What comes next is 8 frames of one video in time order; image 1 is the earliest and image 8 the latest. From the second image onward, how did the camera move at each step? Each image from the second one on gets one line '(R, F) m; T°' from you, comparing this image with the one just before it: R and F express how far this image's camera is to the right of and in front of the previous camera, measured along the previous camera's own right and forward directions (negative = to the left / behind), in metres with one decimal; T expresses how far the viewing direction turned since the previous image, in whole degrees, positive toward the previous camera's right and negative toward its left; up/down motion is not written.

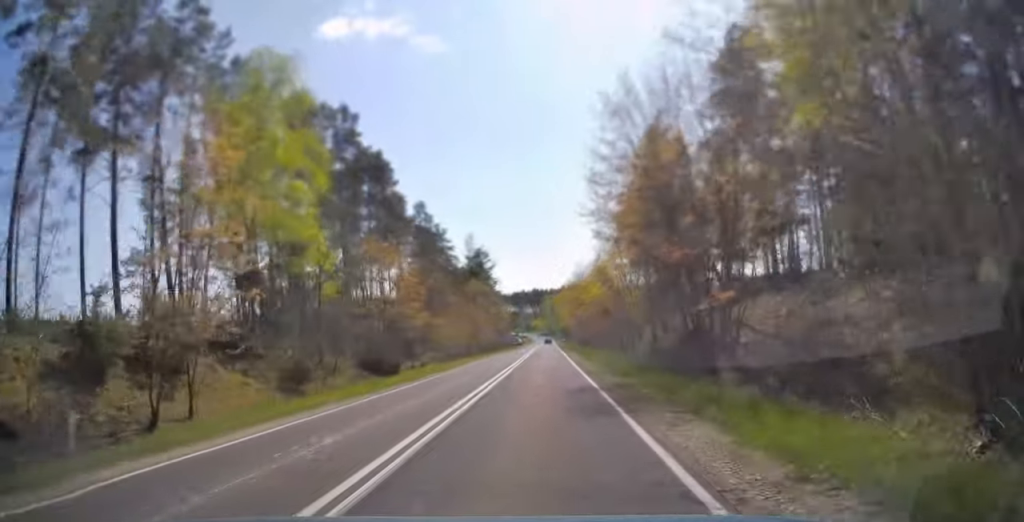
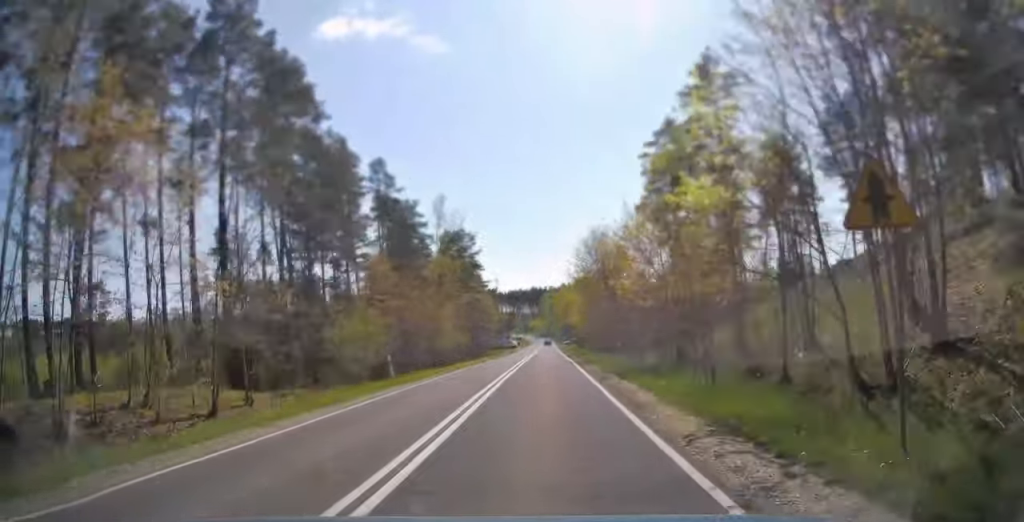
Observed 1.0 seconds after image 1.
(+0.2, +26.7) m; +1°
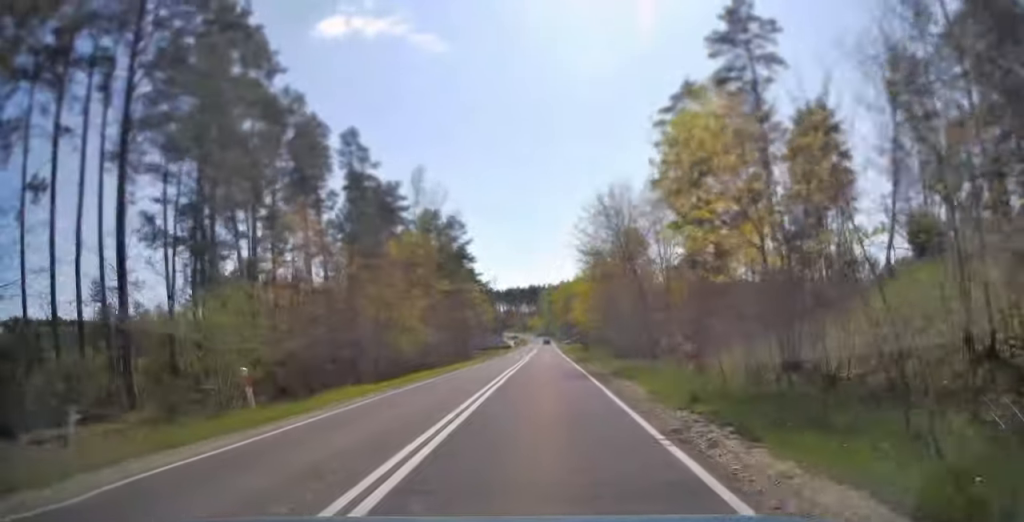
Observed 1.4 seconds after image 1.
(+0.1, +11.4) m; 0°
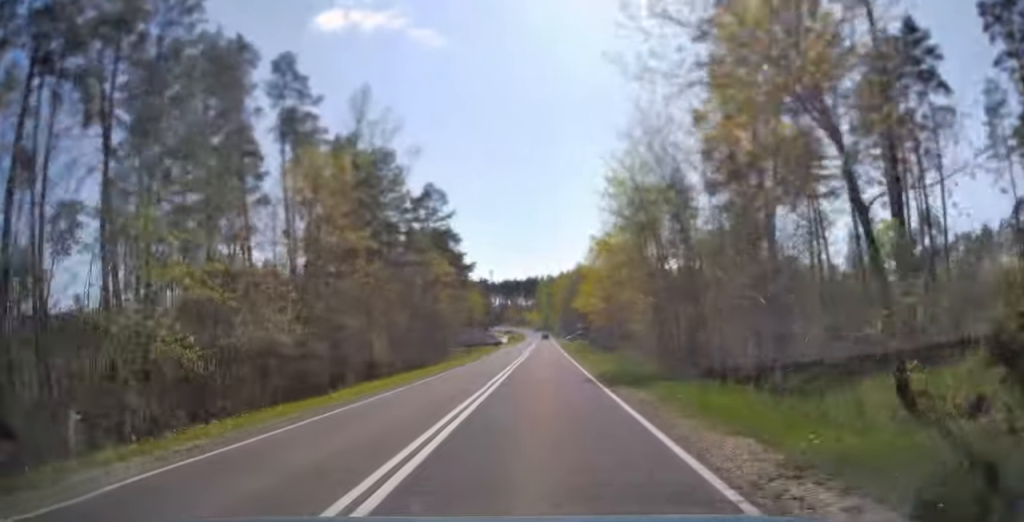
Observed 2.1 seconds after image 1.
(+0.1, +19.0) m; 0°
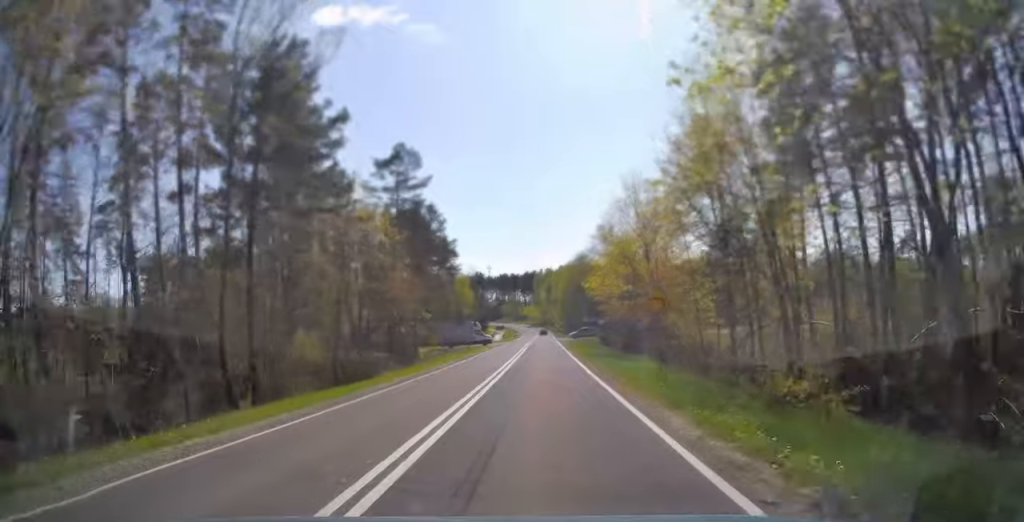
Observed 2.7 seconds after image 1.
(-0.2, +16.8) m; 0°
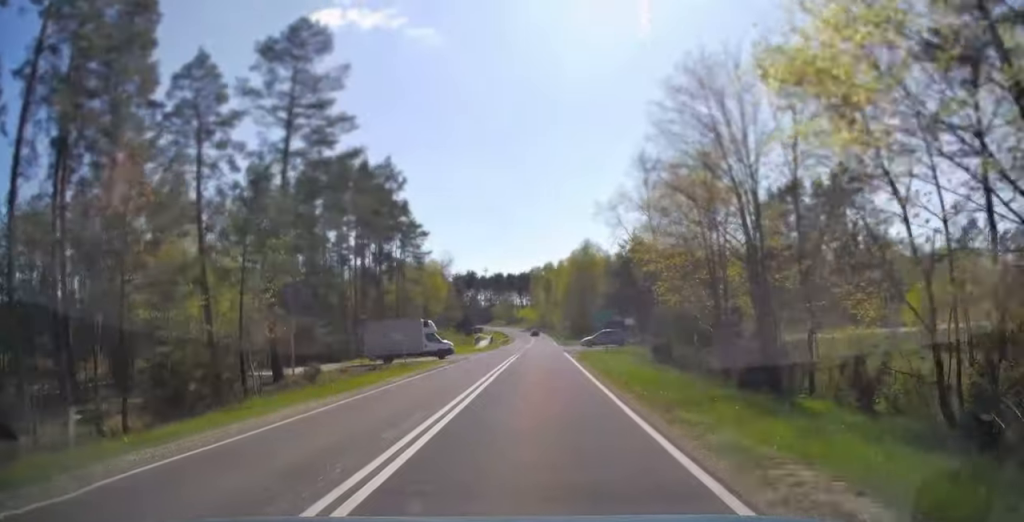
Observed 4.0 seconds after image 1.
(+0.1, +29.5) m; +1°
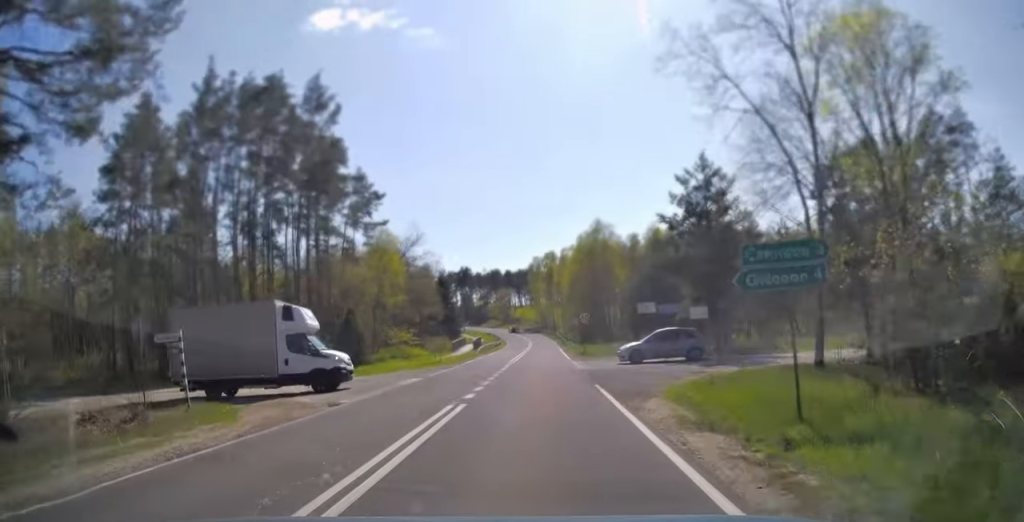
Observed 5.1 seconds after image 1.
(+0.1, +24.7) m; 0°
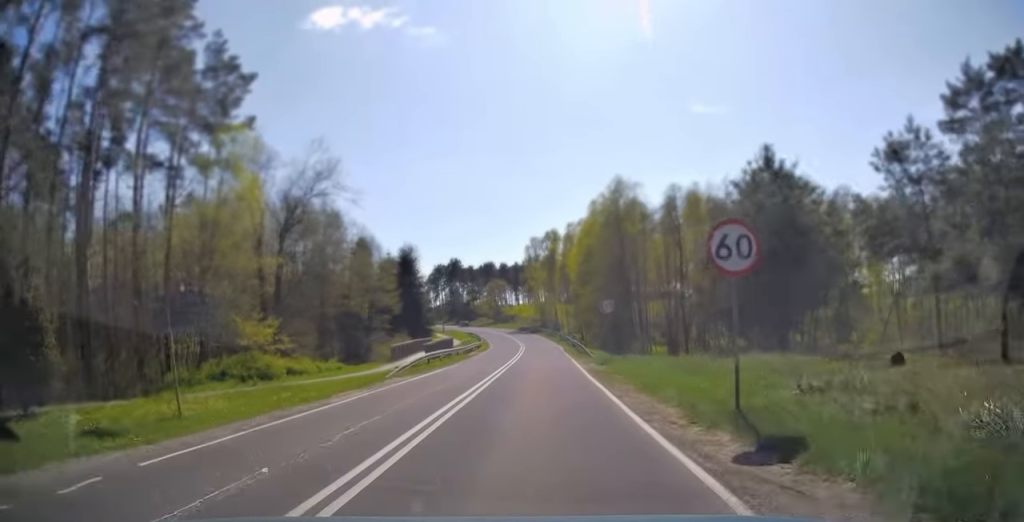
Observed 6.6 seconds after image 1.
(-0.2, +30.6) m; 0°
